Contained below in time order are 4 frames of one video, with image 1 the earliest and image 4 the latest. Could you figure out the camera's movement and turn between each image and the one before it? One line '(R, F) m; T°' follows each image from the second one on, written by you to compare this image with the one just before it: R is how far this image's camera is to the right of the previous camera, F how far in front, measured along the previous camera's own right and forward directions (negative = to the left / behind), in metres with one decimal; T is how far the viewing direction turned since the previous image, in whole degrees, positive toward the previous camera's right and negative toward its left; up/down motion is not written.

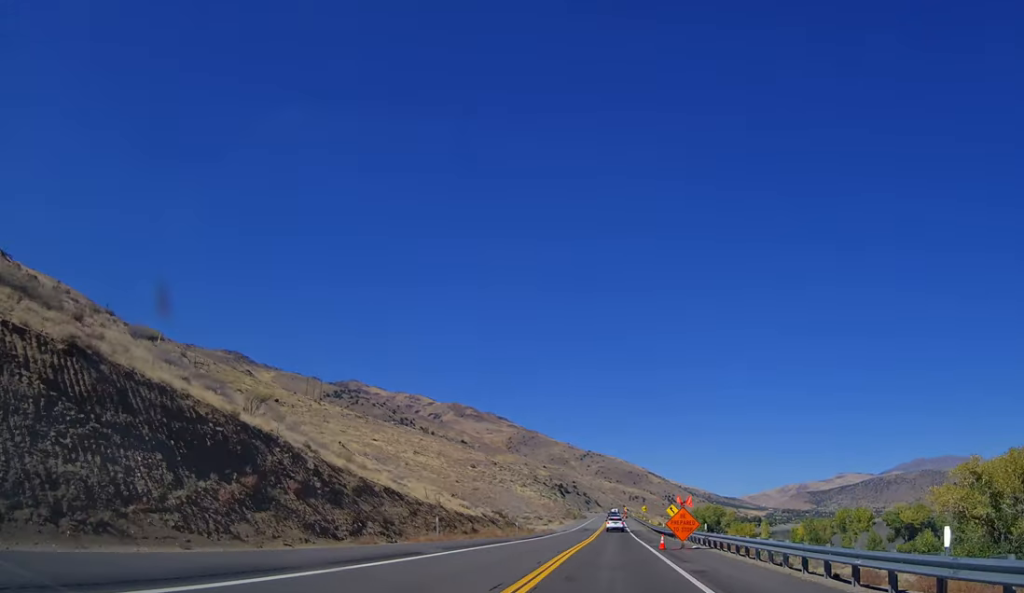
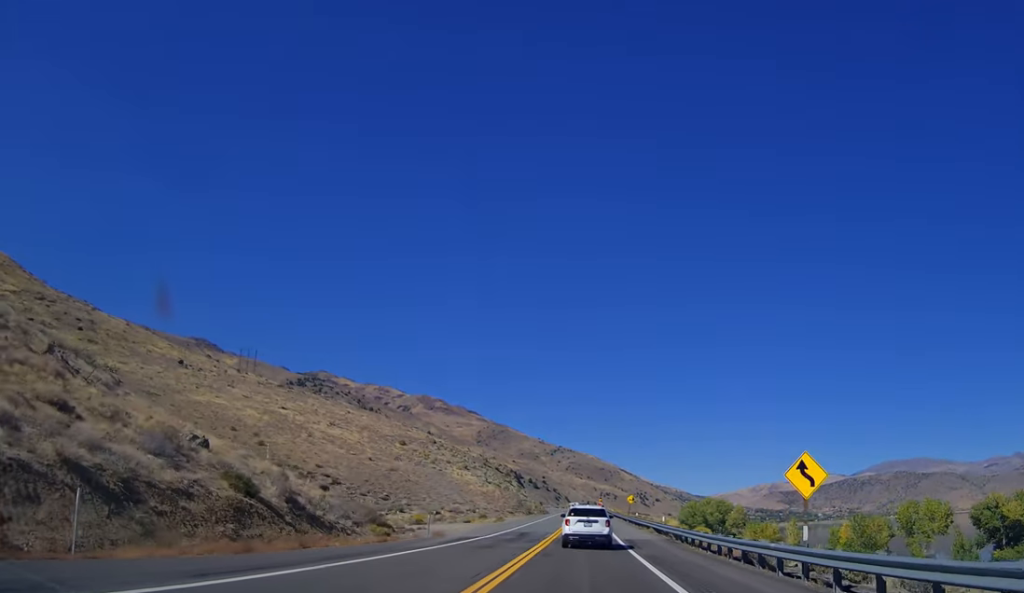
(+1.1, +51.4) m; +4°
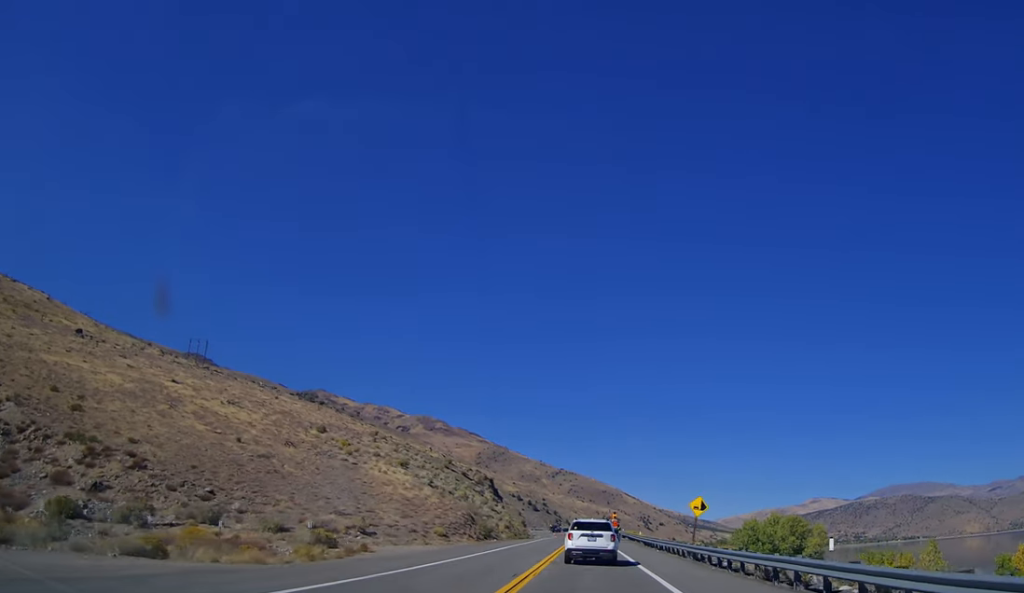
(+0.7, +56.1) m; -1°
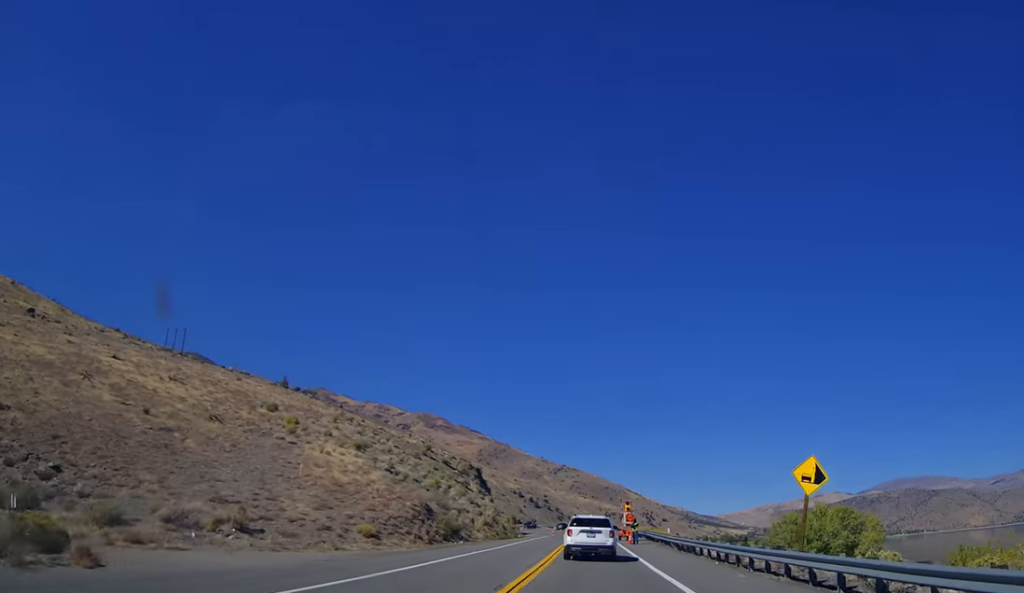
(+0.3, +17.1) m; +1°
